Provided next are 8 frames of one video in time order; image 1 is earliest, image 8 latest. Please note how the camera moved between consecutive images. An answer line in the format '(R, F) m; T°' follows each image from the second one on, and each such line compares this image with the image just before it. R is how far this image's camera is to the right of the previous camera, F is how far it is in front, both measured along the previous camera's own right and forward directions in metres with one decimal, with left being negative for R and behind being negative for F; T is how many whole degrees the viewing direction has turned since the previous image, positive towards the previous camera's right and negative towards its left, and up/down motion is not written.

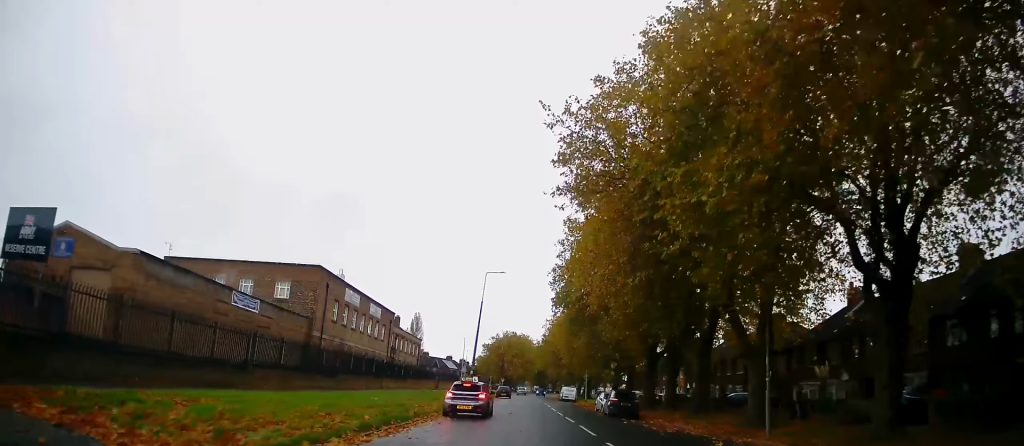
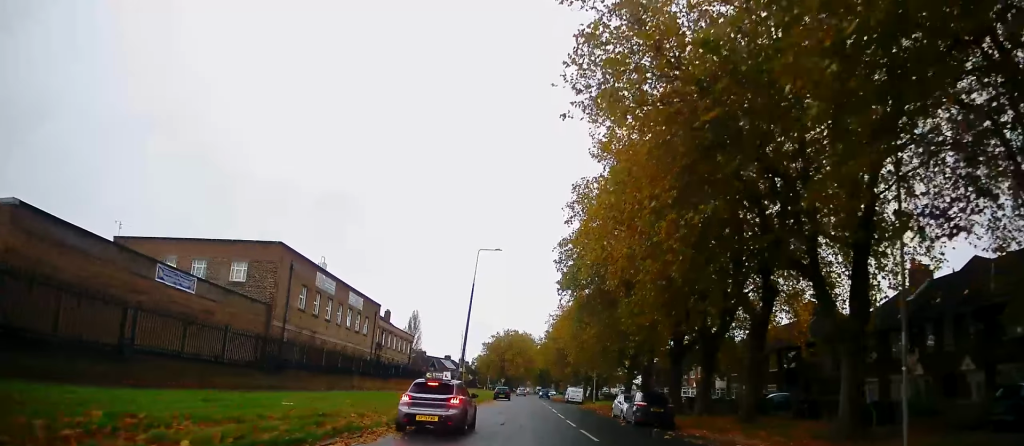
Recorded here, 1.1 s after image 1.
(+0.3, +8.1) m; +1°
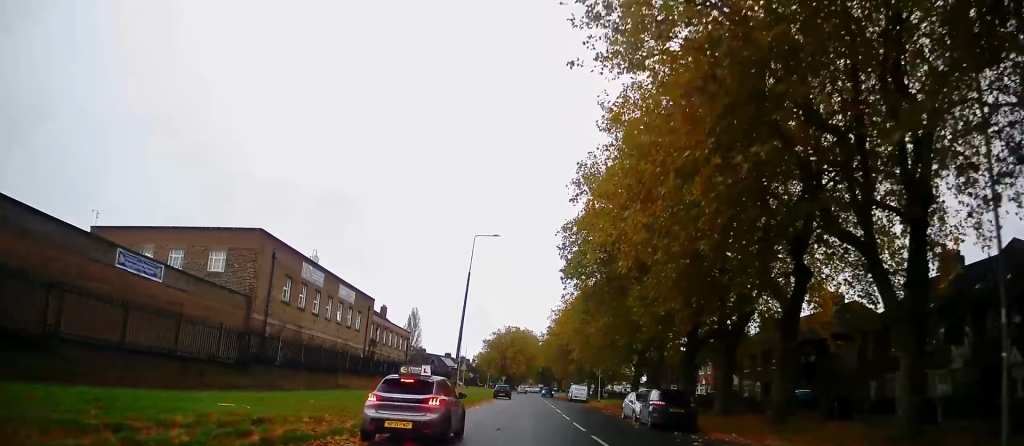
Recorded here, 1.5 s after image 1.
(0.0, +3.2) m; -1°
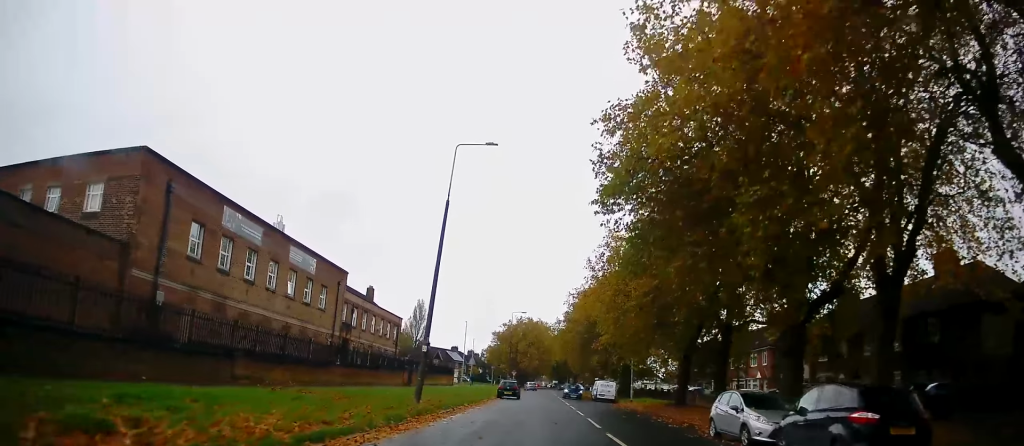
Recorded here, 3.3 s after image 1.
(-0.5, +13.6) m; -2°
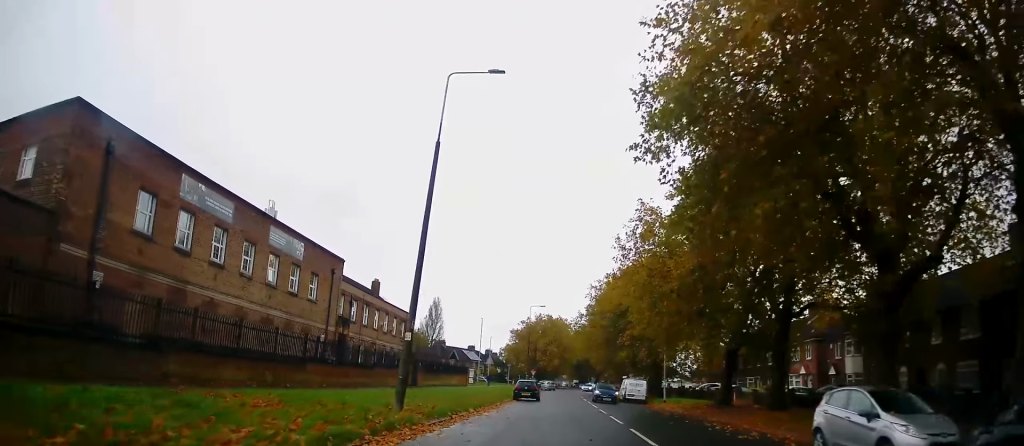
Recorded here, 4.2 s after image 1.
(0.0, +5.7) m; -5°
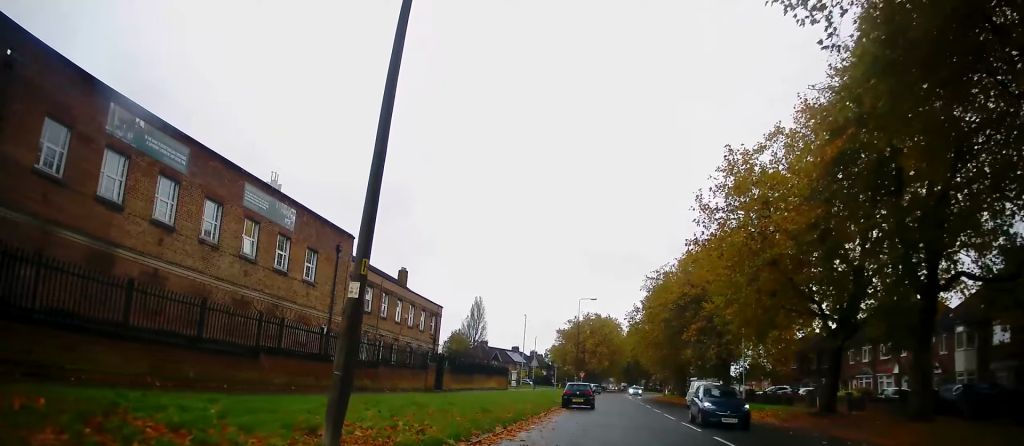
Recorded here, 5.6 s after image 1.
(-0.8, +8.2) m; -3°
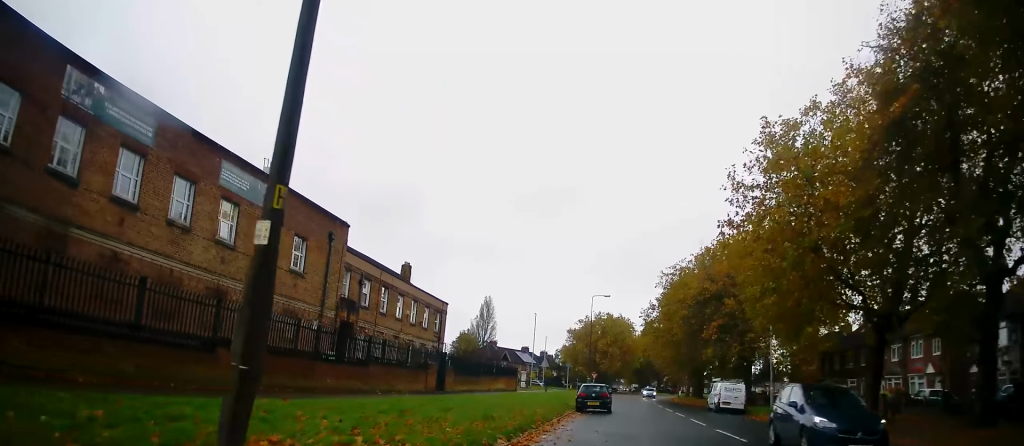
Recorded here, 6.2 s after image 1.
(+0.2, +3.0) m; +3°
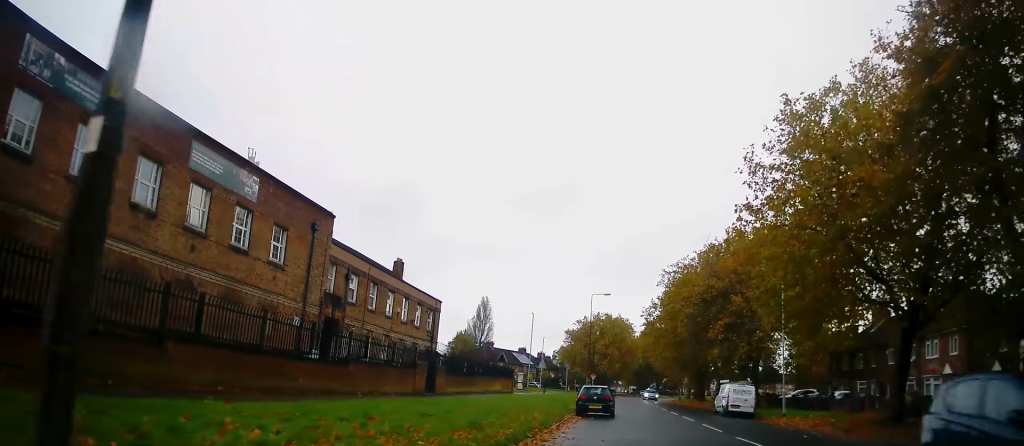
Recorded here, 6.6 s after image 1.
(0.0, +2.1) m; 0°
